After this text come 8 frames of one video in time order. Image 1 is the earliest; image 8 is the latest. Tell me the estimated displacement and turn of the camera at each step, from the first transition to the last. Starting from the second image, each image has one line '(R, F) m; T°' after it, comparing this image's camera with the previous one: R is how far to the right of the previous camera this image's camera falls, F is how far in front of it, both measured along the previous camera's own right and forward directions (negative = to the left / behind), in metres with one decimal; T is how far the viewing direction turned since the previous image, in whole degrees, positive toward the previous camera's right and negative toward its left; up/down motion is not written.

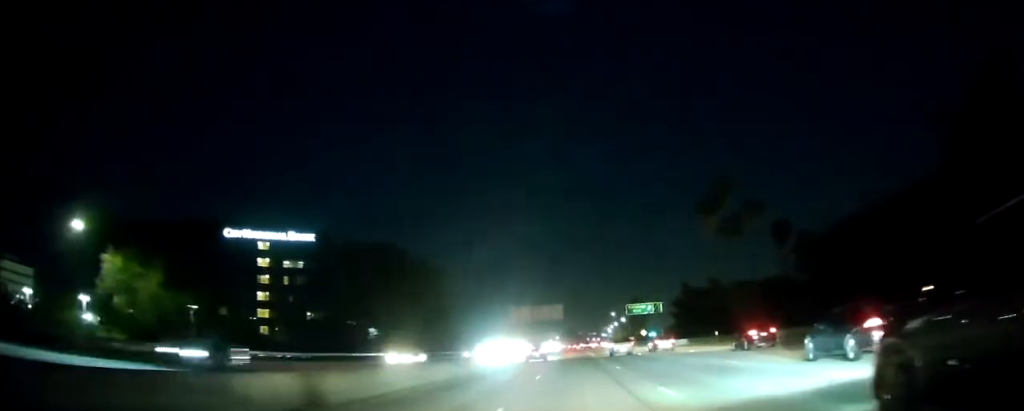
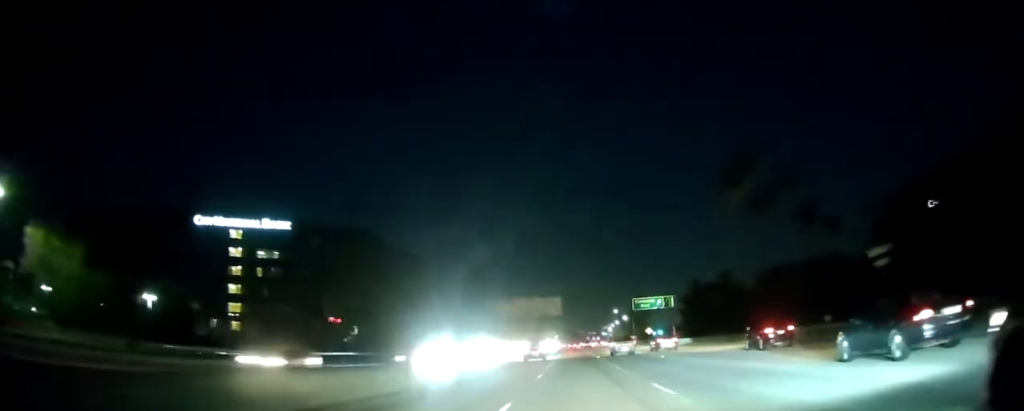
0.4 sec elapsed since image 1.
(-0.1, +12.7) m; 0°
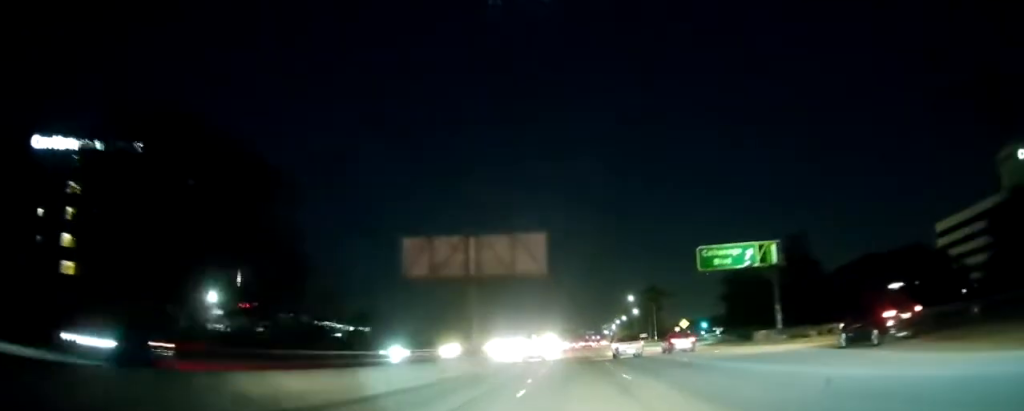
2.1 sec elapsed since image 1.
(+0.1, +53.4) m; 0°
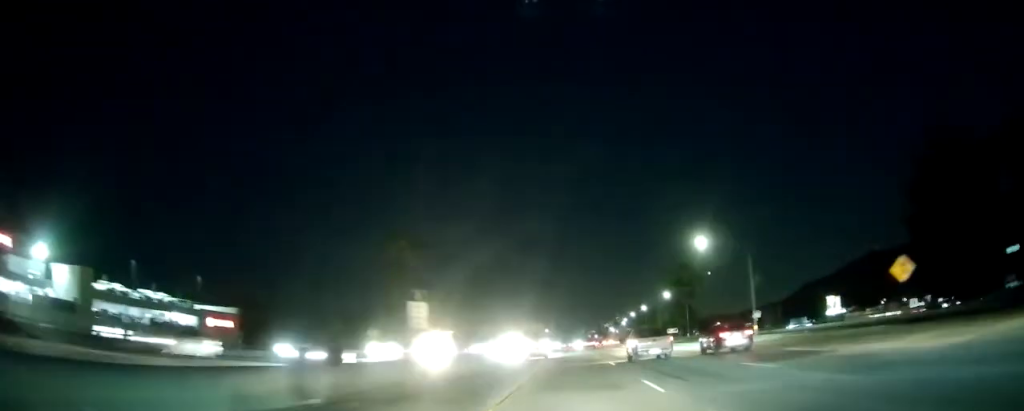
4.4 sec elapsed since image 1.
(0.0, +77.5) m; 0°
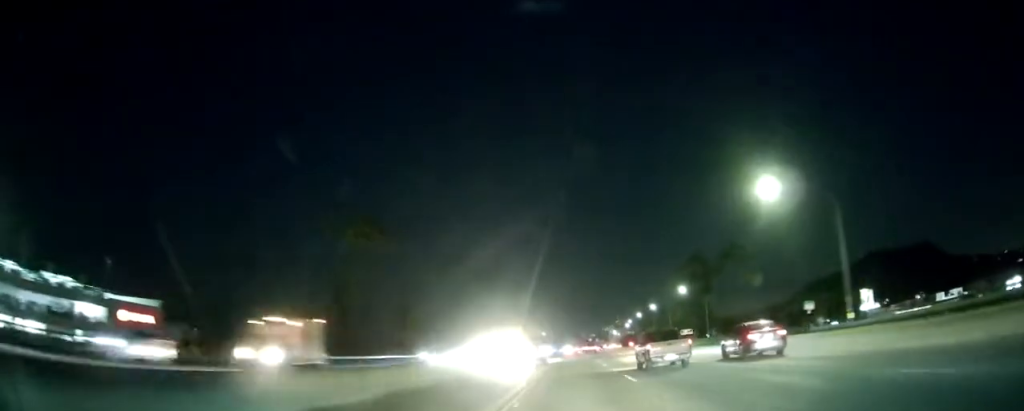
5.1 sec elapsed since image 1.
(-0.1, +23.1) m; 0°
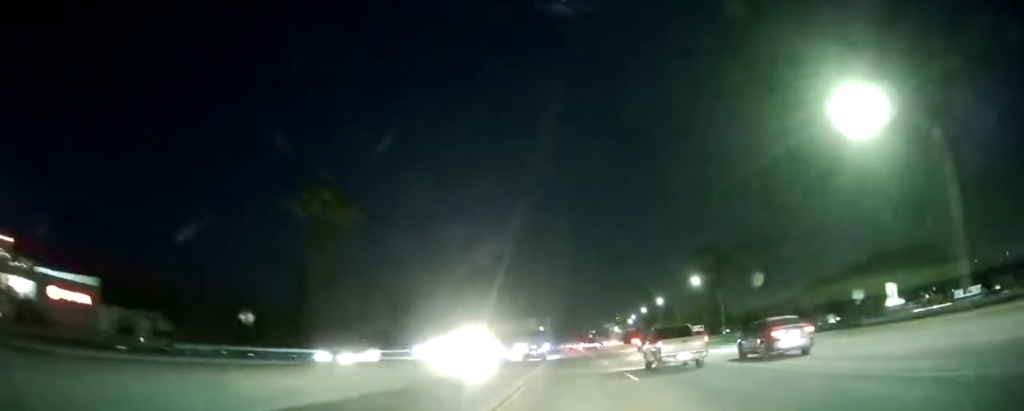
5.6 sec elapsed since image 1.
(0.0, +15.4) m; 0°
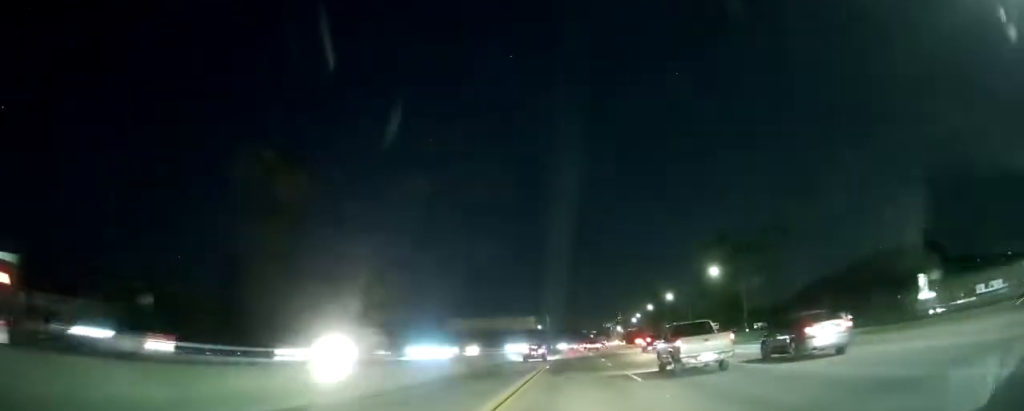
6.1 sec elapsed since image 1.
(0.0, +15.4) m; 0°
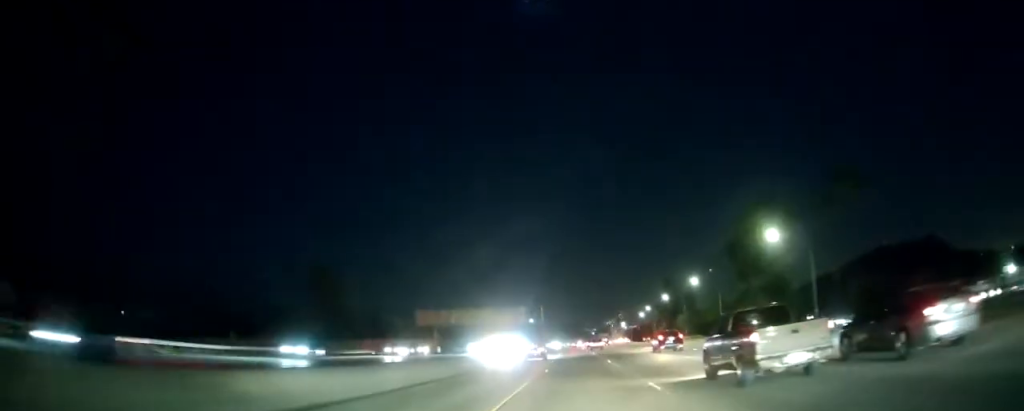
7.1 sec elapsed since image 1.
(0.0, +33.3) m; 0°
